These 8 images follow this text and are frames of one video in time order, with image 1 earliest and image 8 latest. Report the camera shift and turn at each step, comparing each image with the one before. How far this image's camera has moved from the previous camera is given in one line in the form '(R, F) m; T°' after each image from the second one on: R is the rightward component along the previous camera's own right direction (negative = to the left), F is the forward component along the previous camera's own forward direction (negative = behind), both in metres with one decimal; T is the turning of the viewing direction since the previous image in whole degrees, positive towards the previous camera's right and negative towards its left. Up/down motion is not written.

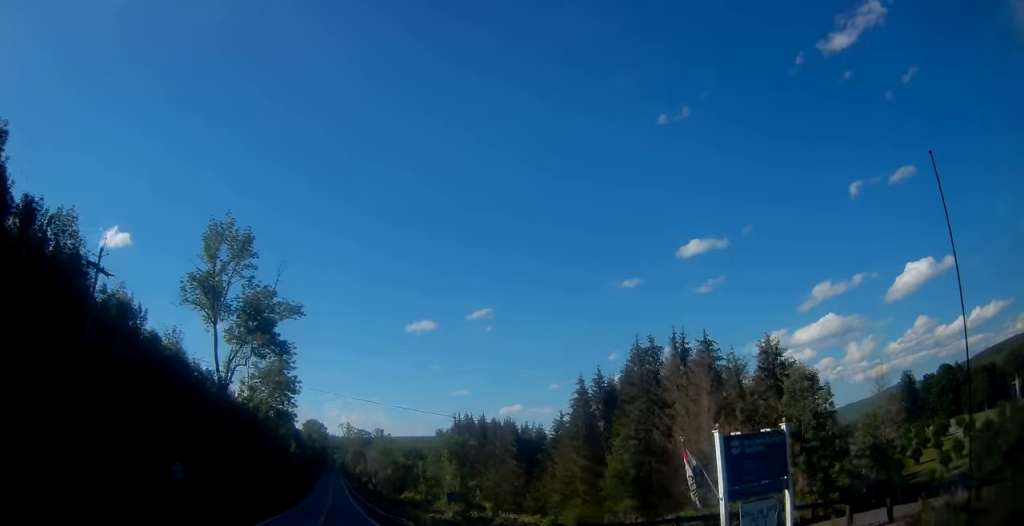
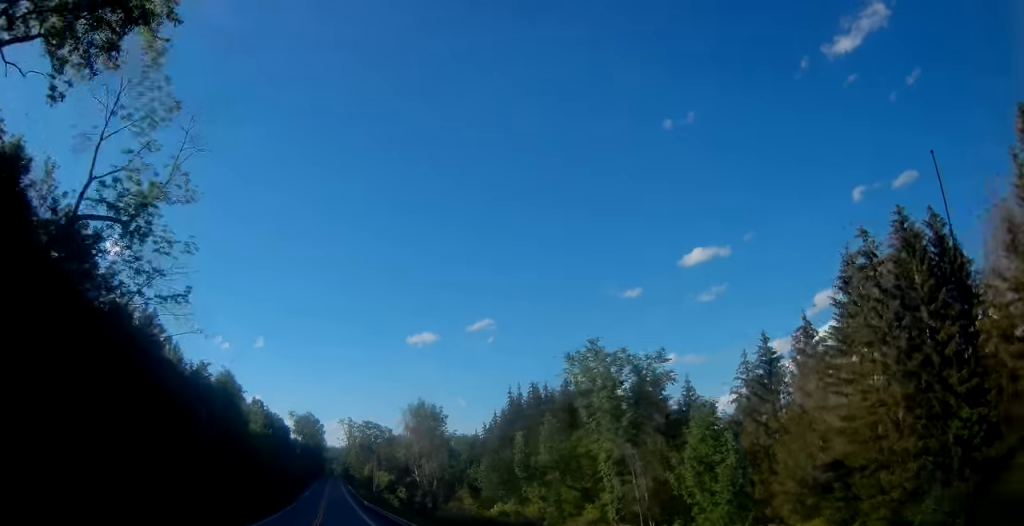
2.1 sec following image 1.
(-0.2, +54.6) m; 0°
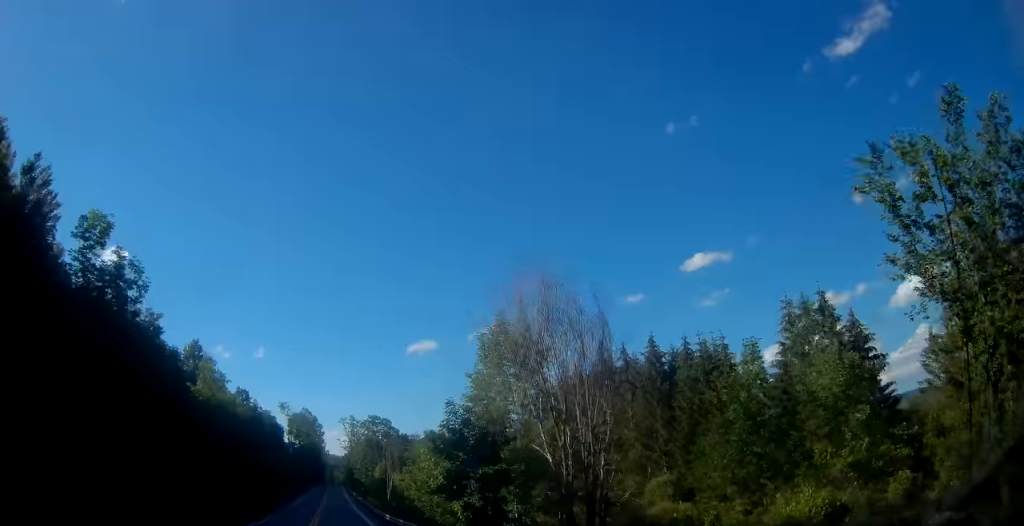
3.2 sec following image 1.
(0.0, +28.0) m; 0°
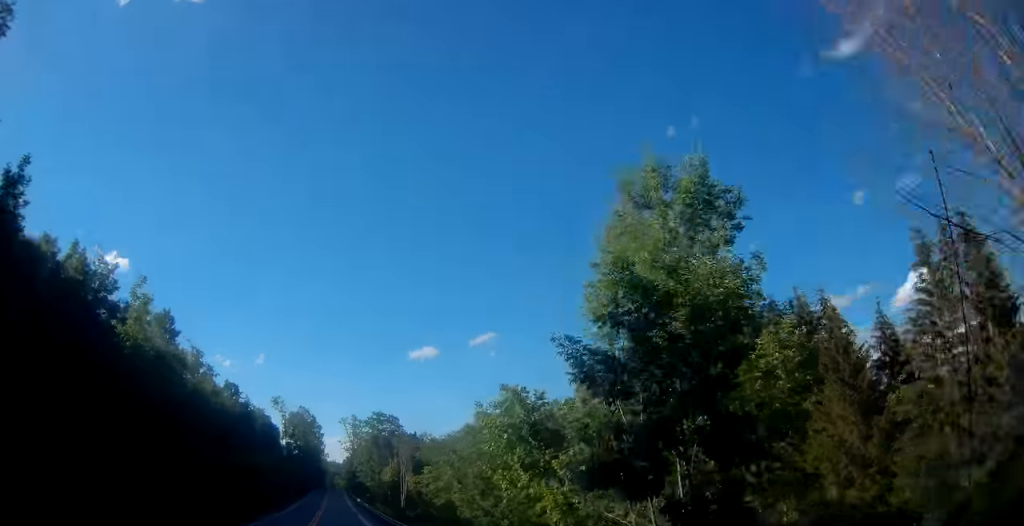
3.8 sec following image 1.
(0.0, +15.7) m; 0°
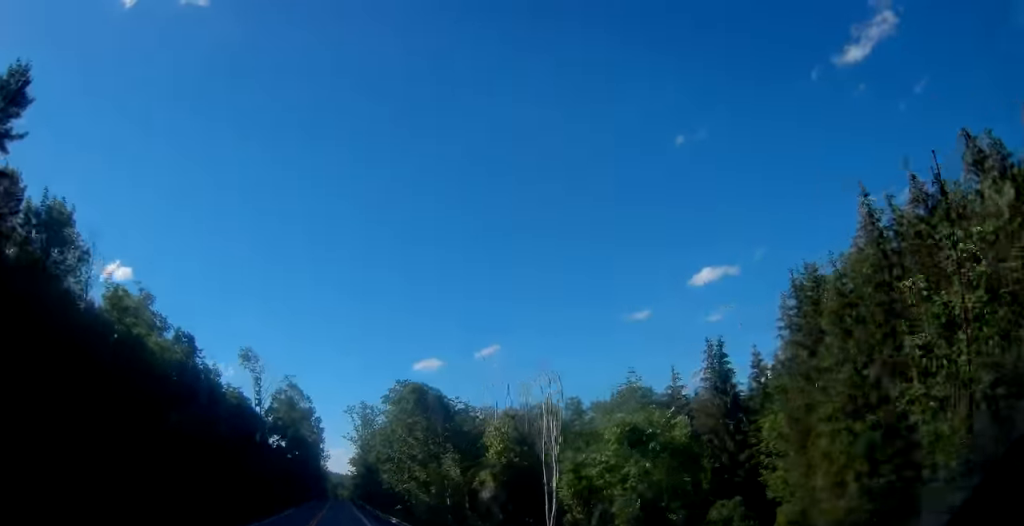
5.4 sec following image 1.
(0.0, +42.8) m; +1°
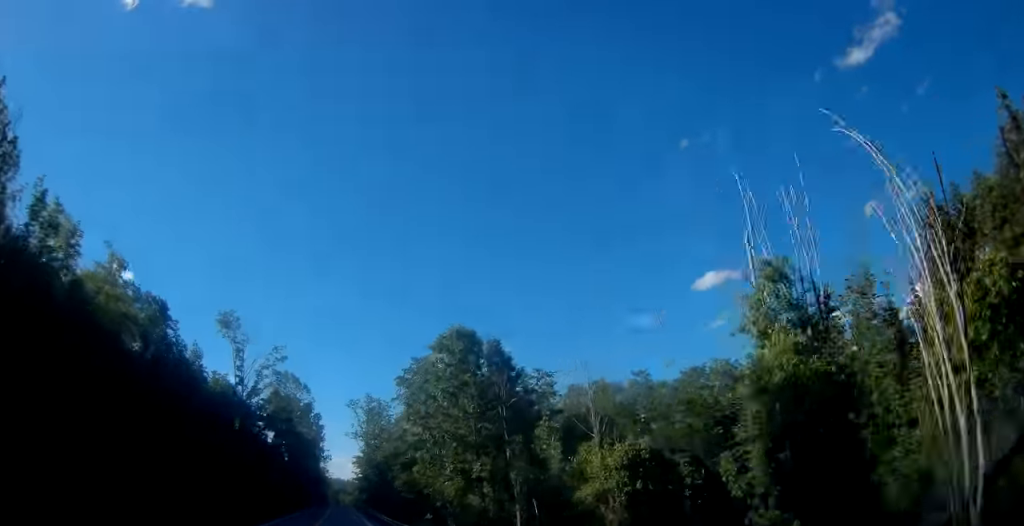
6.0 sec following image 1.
(+0.1, +15.6) m; 0°
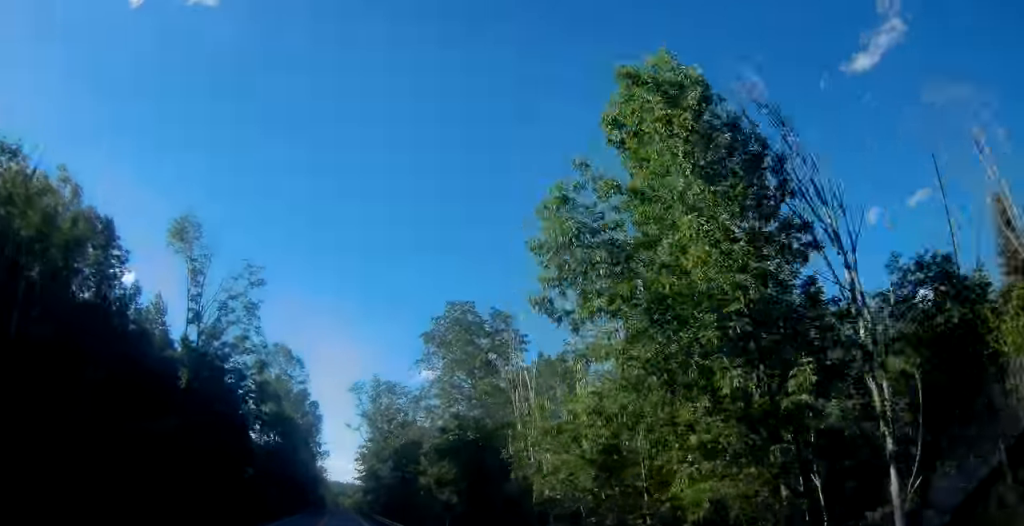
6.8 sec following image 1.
(+0.1, +19.8) m; 0°
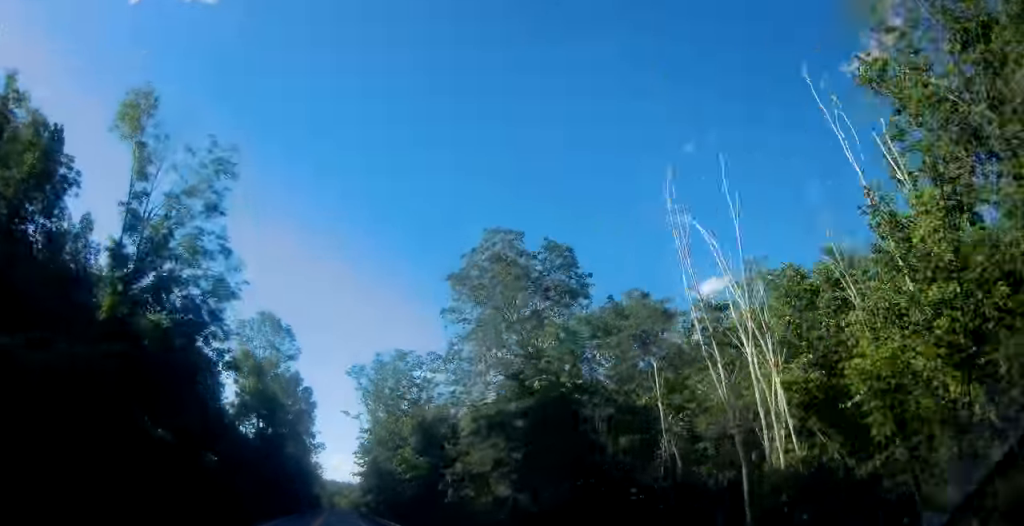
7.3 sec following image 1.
(-0.1, +12.8) m; 0°
